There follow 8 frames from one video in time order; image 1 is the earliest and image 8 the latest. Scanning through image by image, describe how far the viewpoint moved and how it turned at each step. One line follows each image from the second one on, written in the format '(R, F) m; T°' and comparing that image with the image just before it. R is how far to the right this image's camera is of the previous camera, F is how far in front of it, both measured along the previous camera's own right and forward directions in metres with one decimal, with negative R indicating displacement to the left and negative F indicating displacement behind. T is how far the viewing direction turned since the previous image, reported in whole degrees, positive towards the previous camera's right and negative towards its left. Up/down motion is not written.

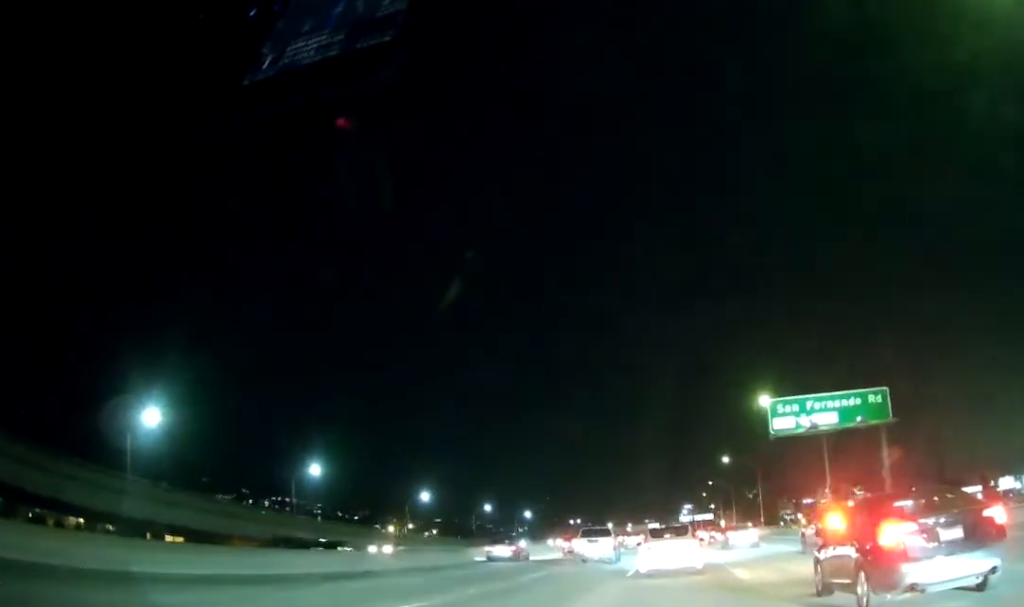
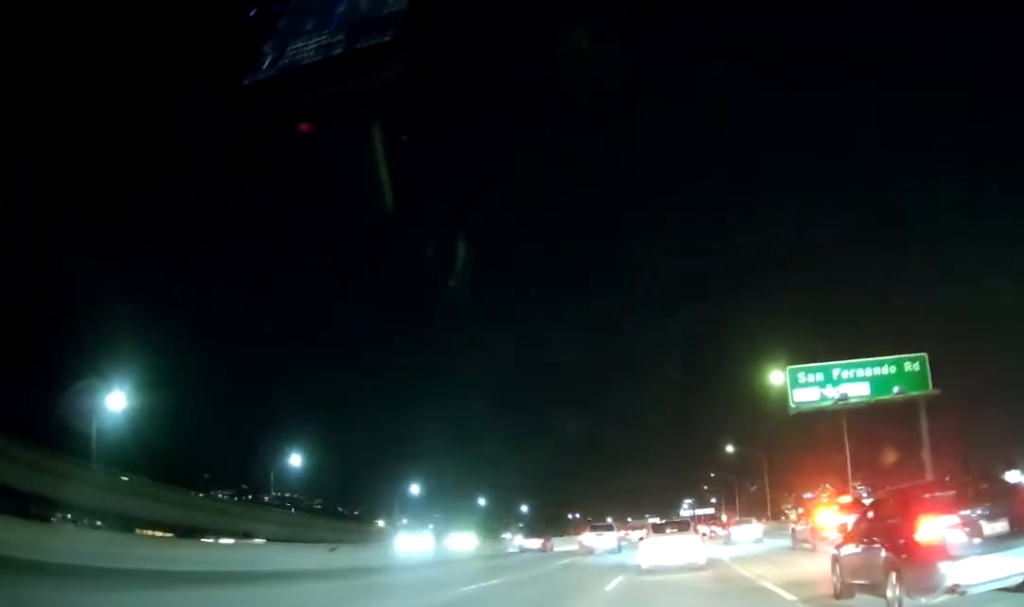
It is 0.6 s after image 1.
(0.0, +6.9) m; +1°
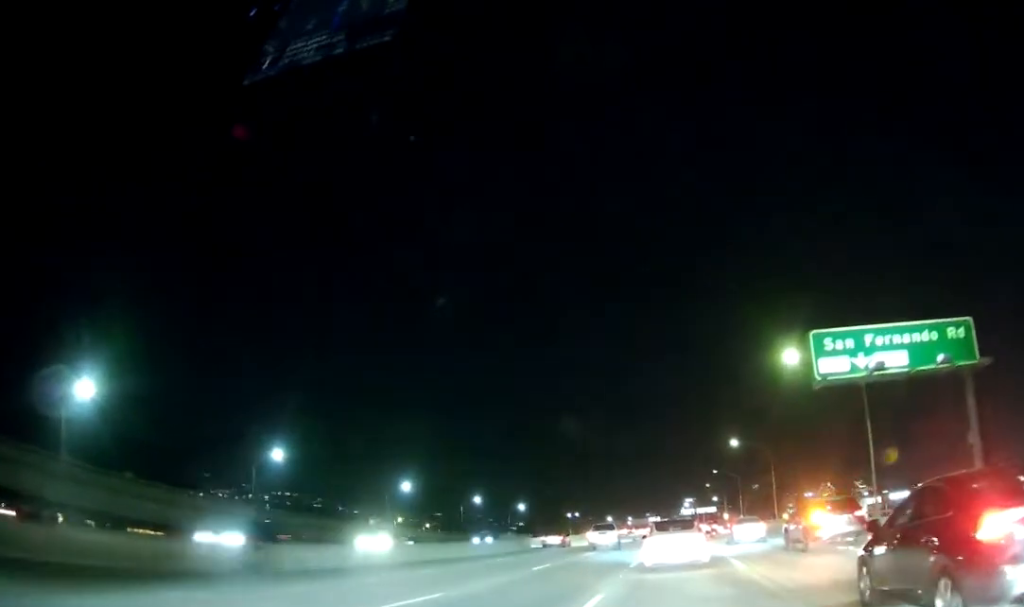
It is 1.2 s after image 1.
(+0.3, +6.3) m; 0°
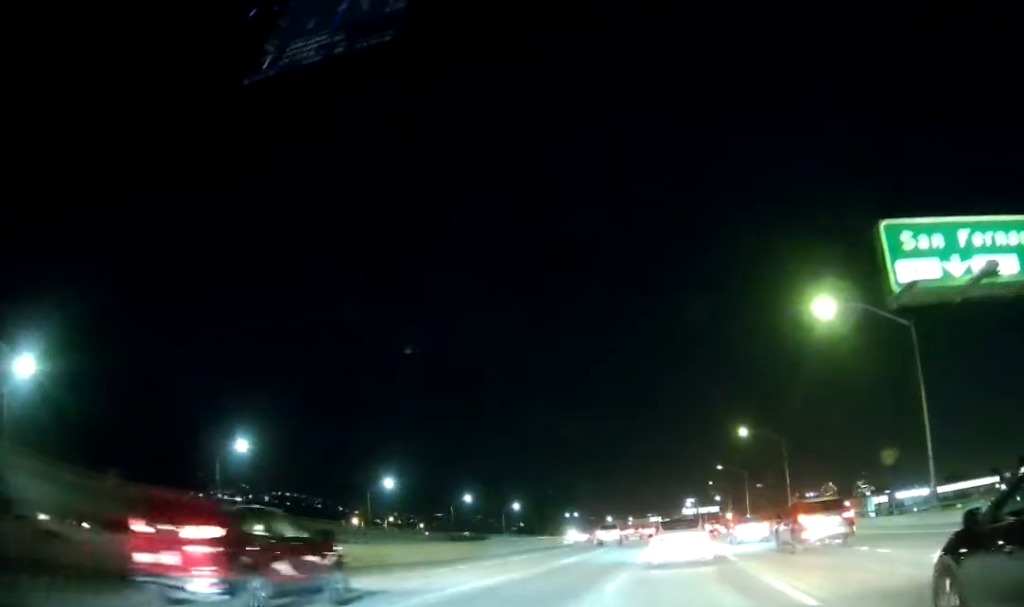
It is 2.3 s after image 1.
(-0.3, +10.8) m; -1°
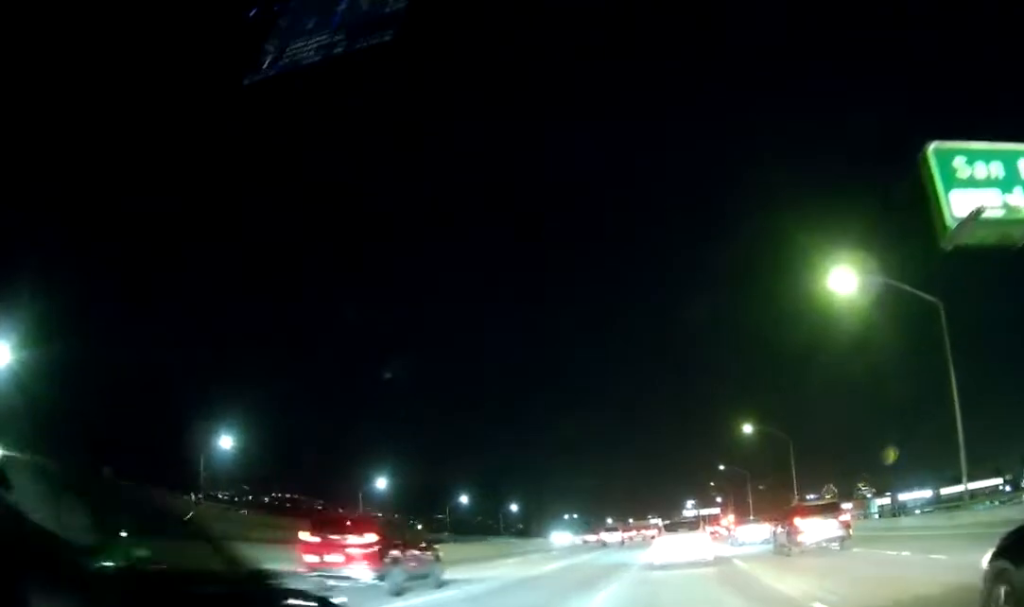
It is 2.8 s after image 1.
(0.0, +4.0) m; 0°
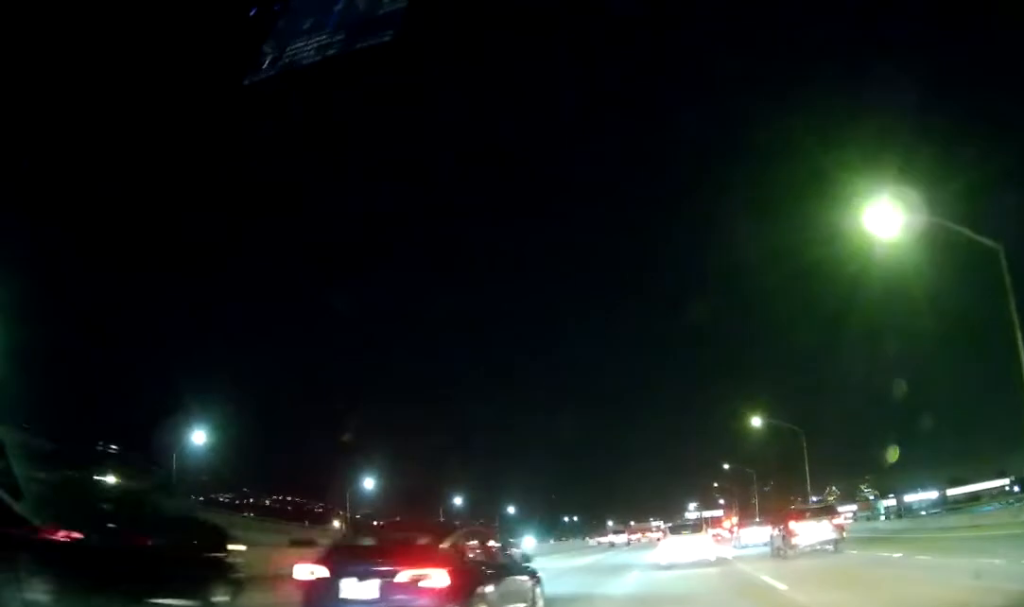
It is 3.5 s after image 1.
(+0.1, +6.9) m; +1°
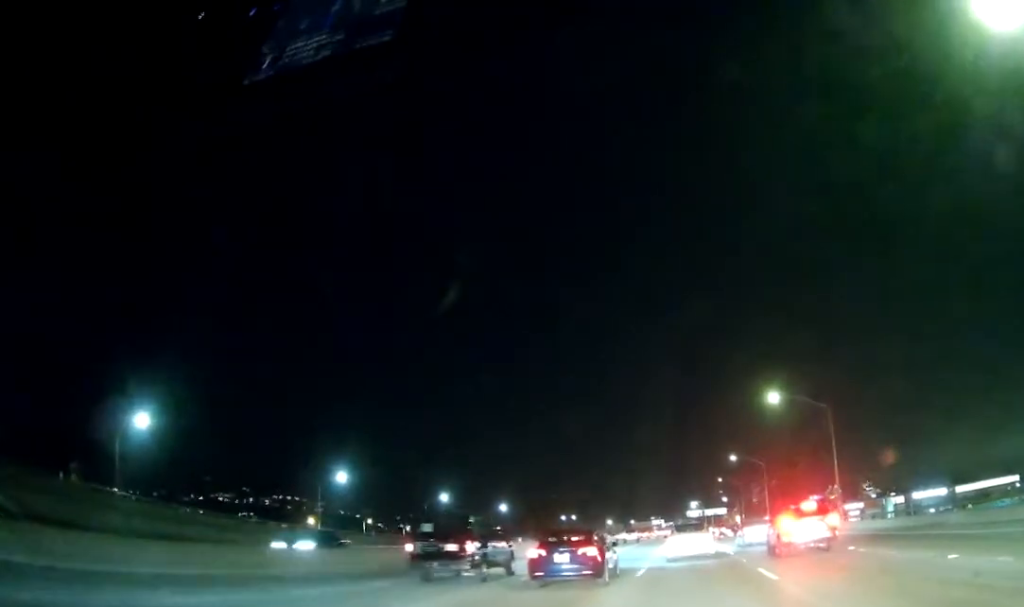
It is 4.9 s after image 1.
(-0.2, +11.7) m; -2°
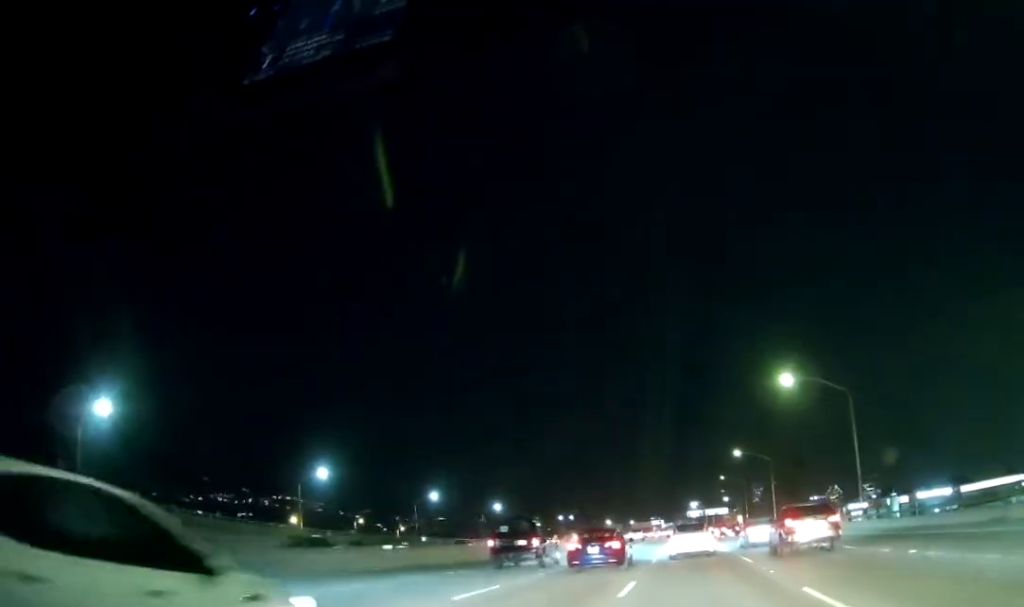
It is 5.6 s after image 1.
(-0.1, +6.8) m; -1°
